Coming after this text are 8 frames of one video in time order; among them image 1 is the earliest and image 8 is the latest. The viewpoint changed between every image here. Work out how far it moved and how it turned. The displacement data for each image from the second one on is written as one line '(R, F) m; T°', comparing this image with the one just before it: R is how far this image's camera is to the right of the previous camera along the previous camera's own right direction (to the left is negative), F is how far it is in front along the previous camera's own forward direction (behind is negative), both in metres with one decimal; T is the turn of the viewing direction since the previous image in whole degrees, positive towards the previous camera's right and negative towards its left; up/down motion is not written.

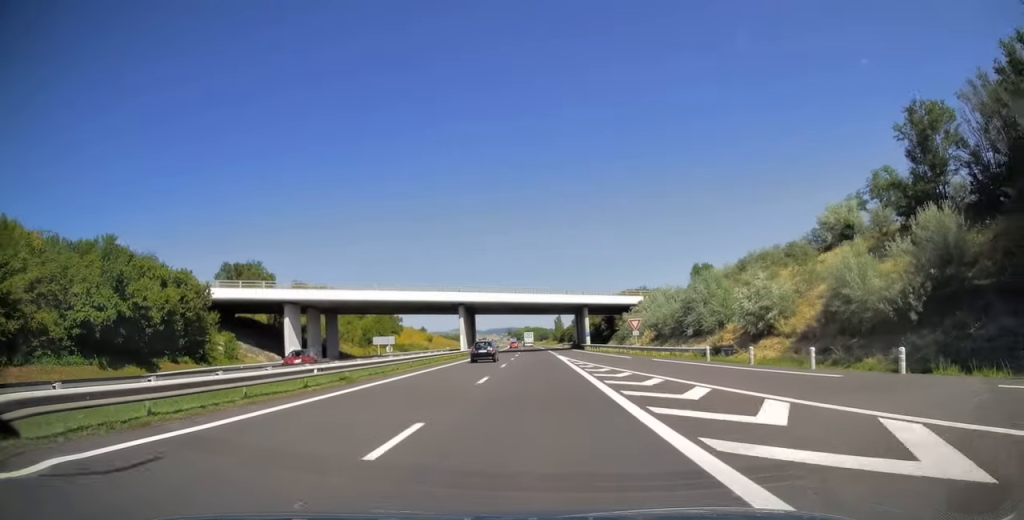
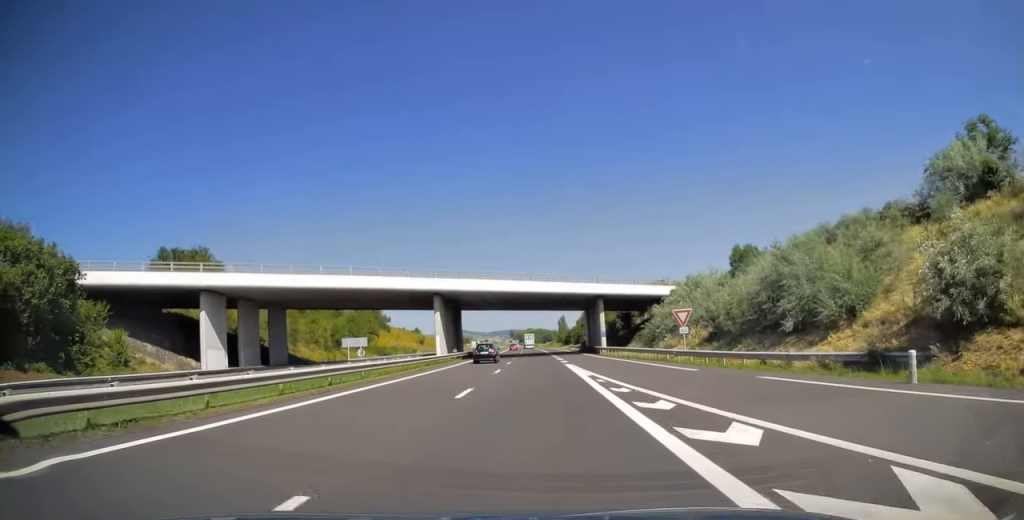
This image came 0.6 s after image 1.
(-0.1, +17.7) m; 0°
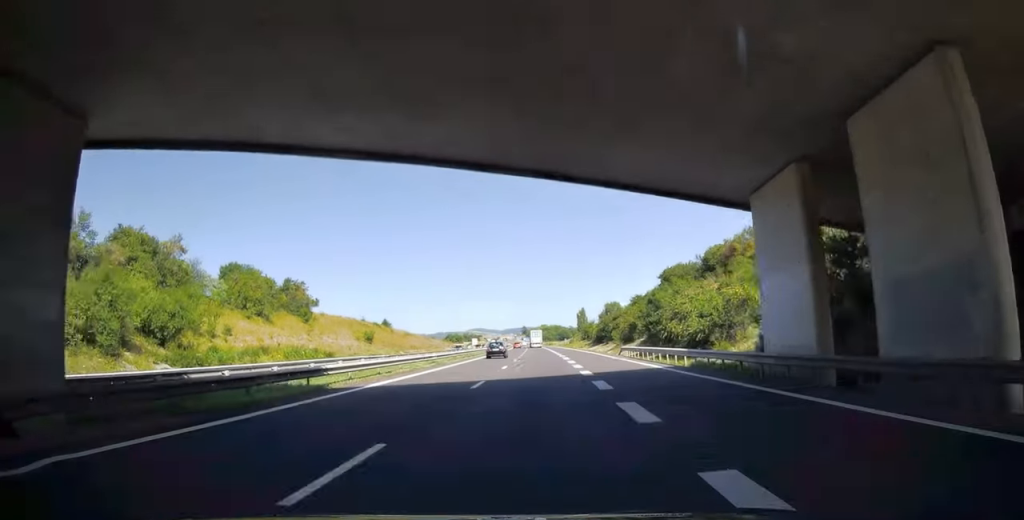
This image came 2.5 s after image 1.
(-0.2, +62.1) m; -1°
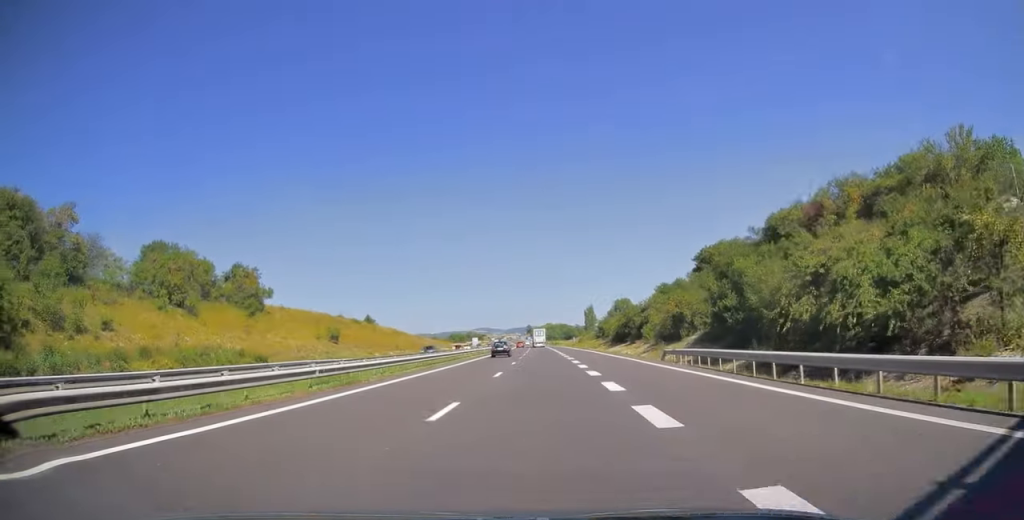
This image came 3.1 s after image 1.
(+0.1, +20.4) m; -1°
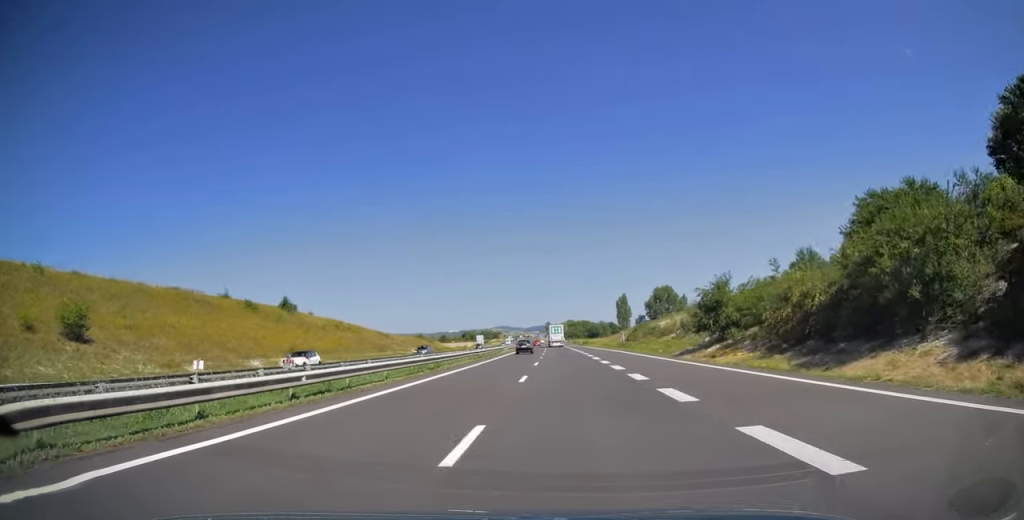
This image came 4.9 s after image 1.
(-0.9, +55.9) m; -2°
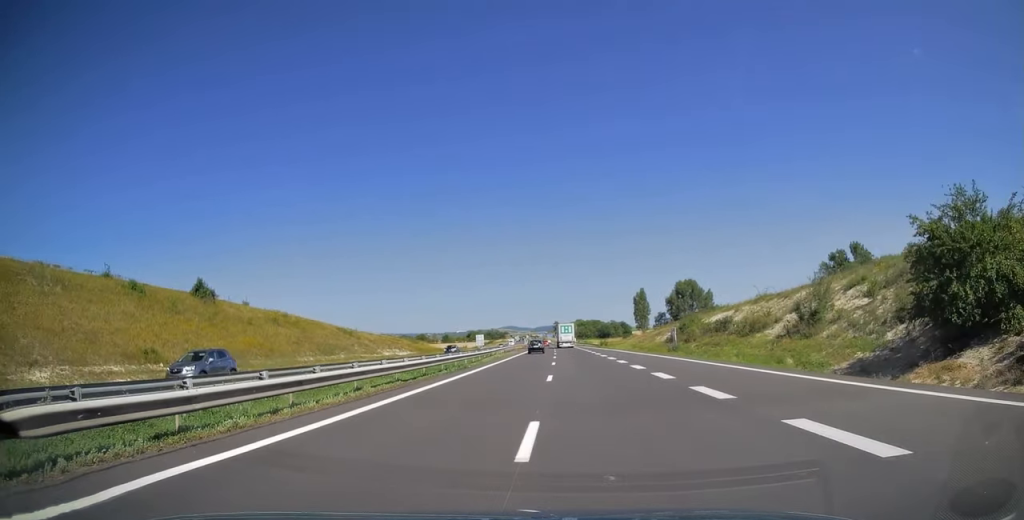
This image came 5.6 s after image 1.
(-0.3, +25.8) m; -1°
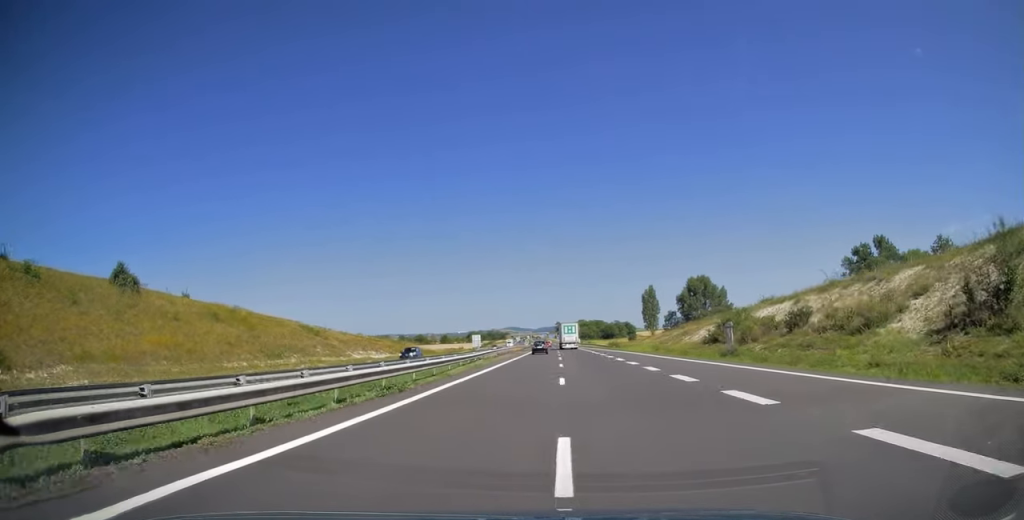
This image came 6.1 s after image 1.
(-0.2, +14.5) m; -1°
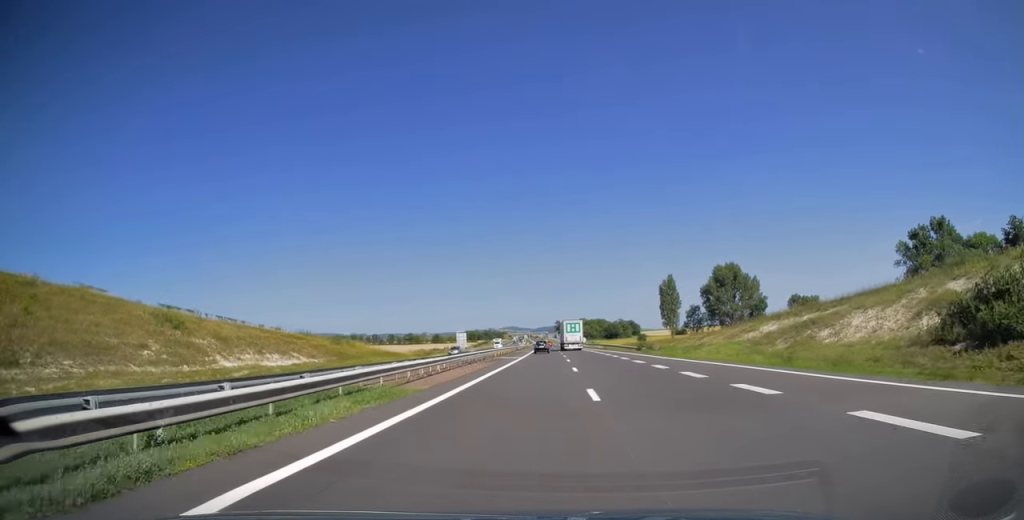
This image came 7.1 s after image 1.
(-0.1, +31.2) m; 0°
